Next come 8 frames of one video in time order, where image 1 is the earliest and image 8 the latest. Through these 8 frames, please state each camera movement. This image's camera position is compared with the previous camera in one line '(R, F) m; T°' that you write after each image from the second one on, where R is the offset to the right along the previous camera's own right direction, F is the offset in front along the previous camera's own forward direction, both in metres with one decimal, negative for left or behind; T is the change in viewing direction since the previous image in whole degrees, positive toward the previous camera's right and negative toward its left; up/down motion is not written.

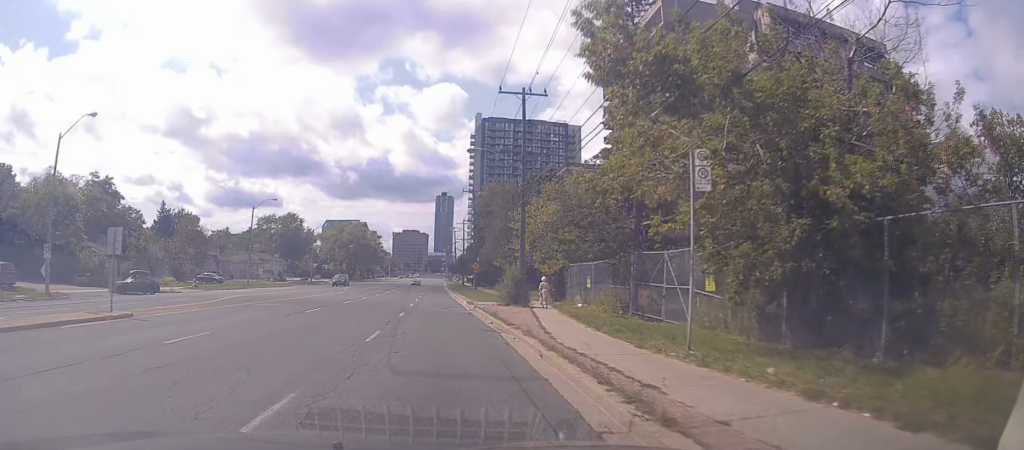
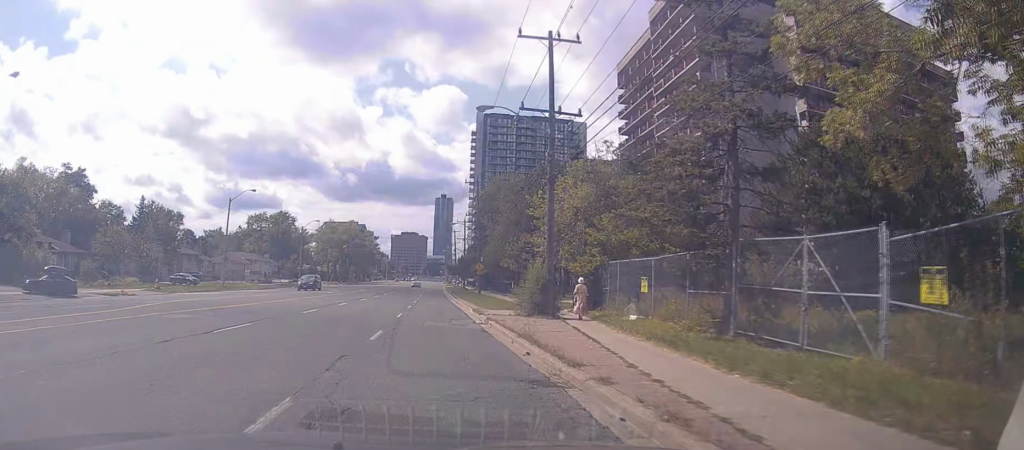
(0.0, +8.7) m; -2°
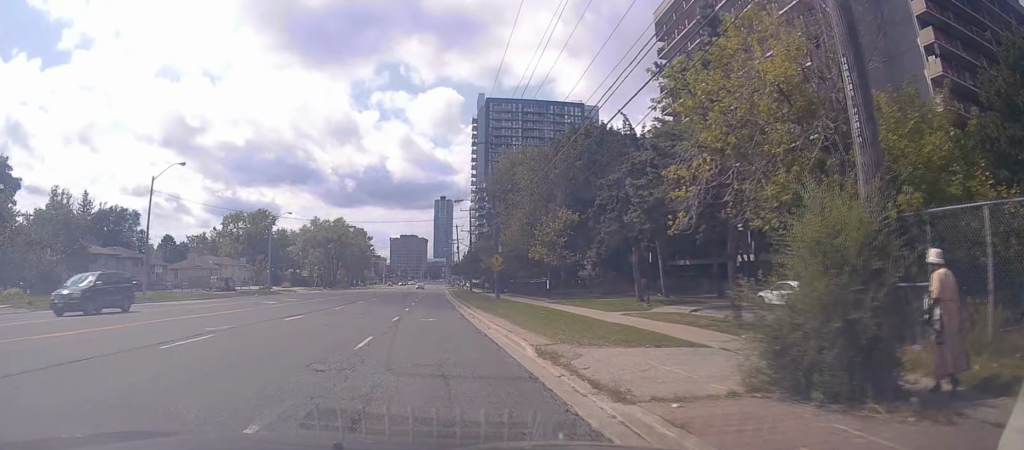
(-1.0, +19.4) m; -1°
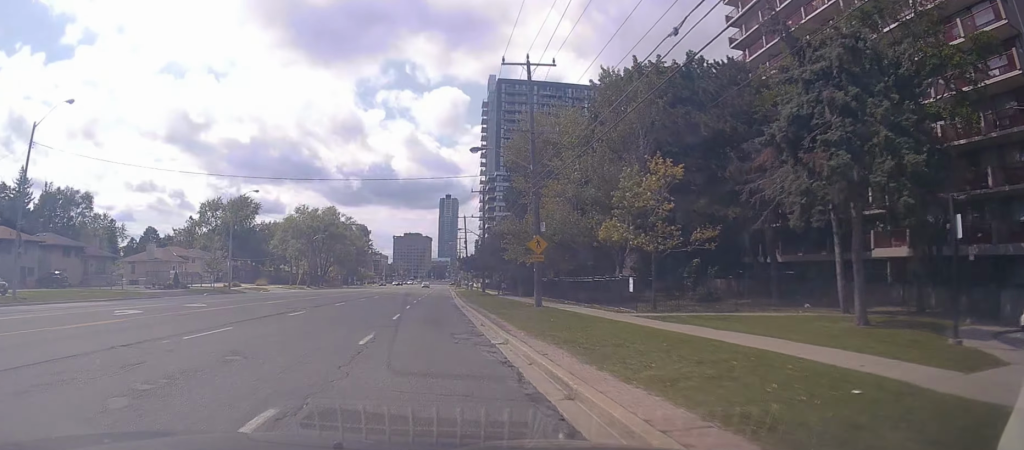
(+0.9, +18.1) m; +1°
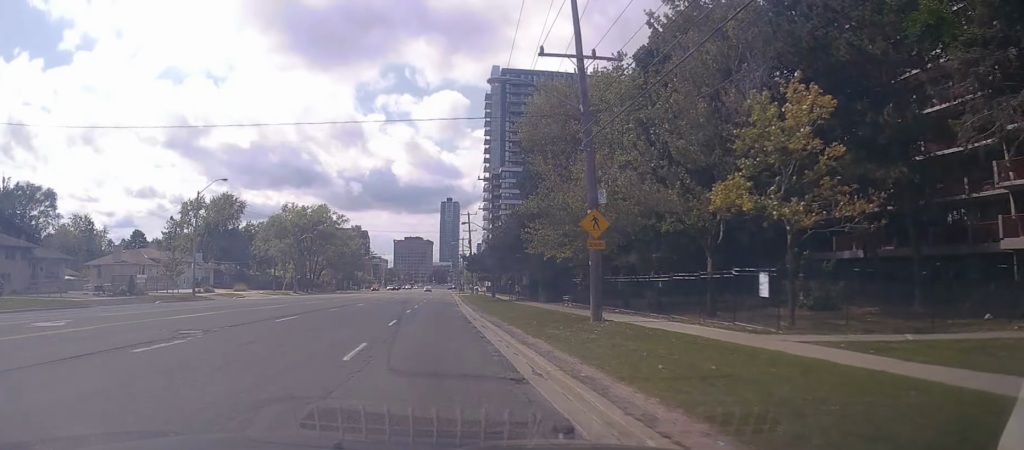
(-0.4, +10.8) m; -1°
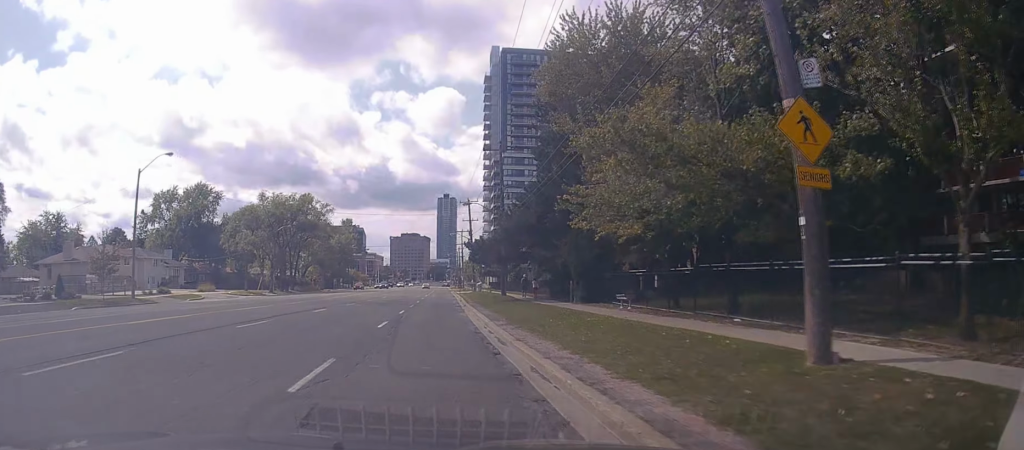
(+0.1, +11.8) m; +1°
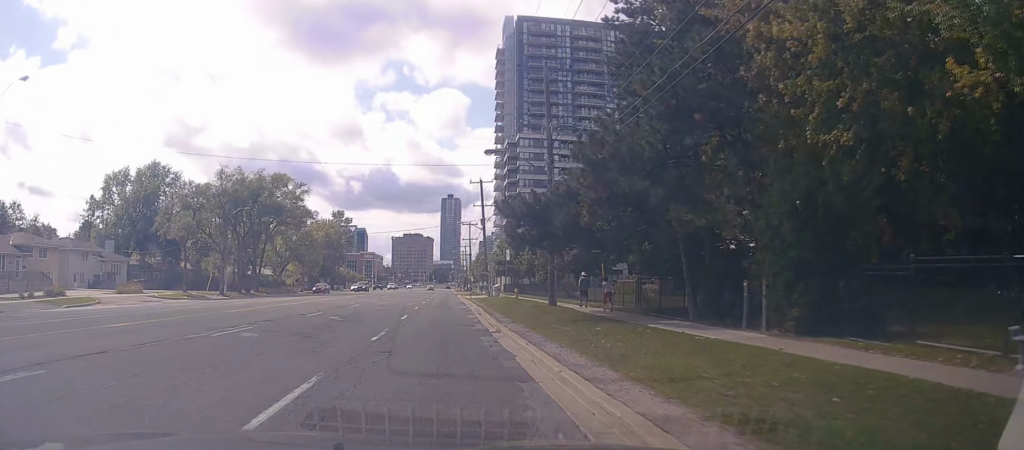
(+0.2, +20.0) m; -1°
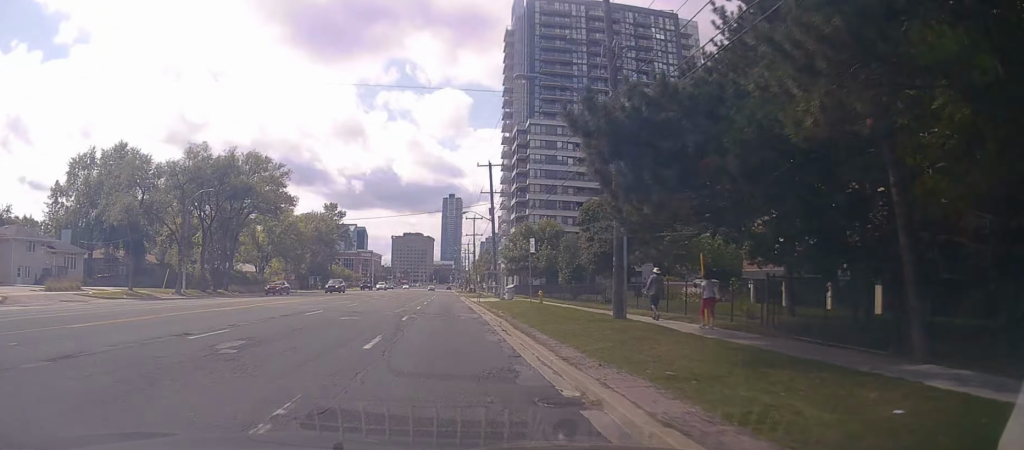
(-0.4, +11.0) m; 0°
